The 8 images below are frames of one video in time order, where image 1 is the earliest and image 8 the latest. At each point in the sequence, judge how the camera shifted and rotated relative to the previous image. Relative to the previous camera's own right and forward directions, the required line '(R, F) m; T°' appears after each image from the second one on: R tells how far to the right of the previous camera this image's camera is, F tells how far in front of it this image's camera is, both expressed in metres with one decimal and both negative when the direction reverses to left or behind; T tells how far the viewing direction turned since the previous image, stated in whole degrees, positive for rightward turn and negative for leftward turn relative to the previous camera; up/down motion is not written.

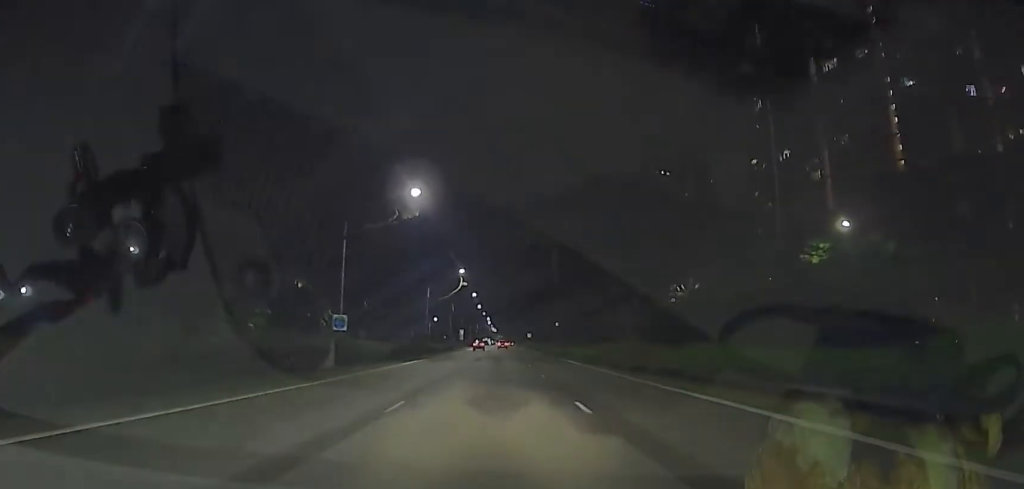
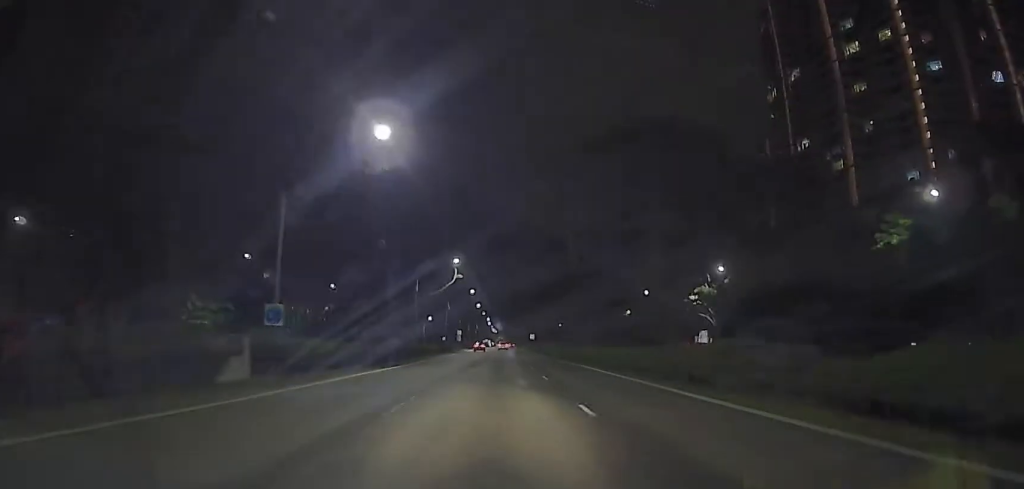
(+0.2, +12.7) m; +1°
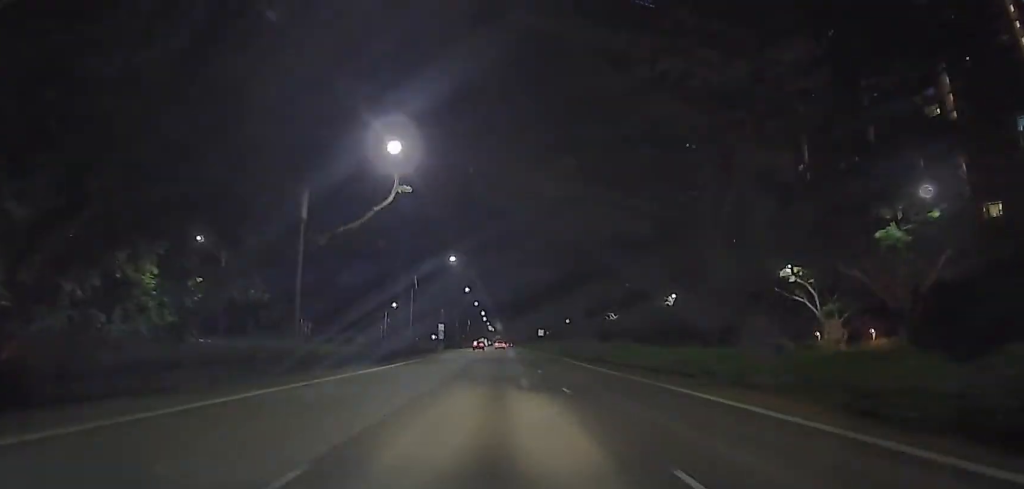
(+0.6, +43.7) m; 0°
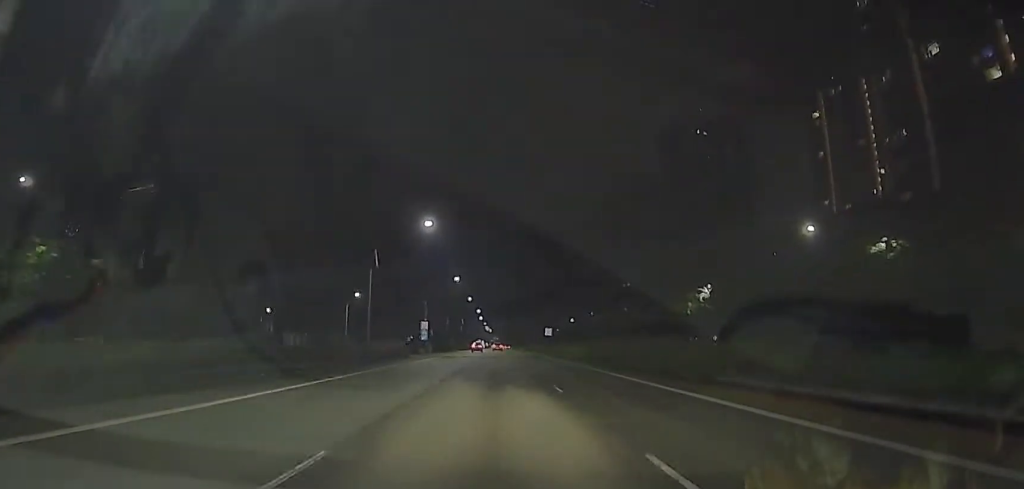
(-0.4, +22.3) m; -3°
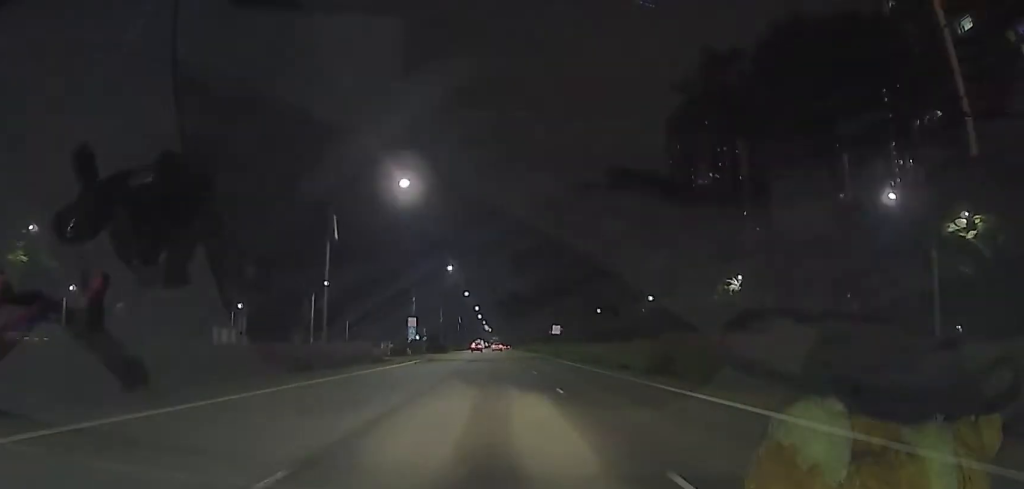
(-0.5, +14.0) m; 0°
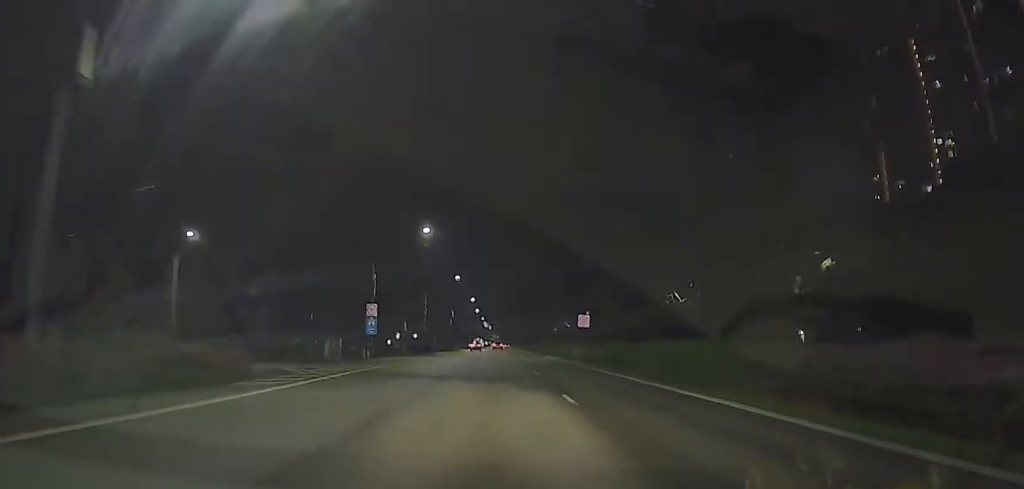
(+0.3, +27.5) m; +2°
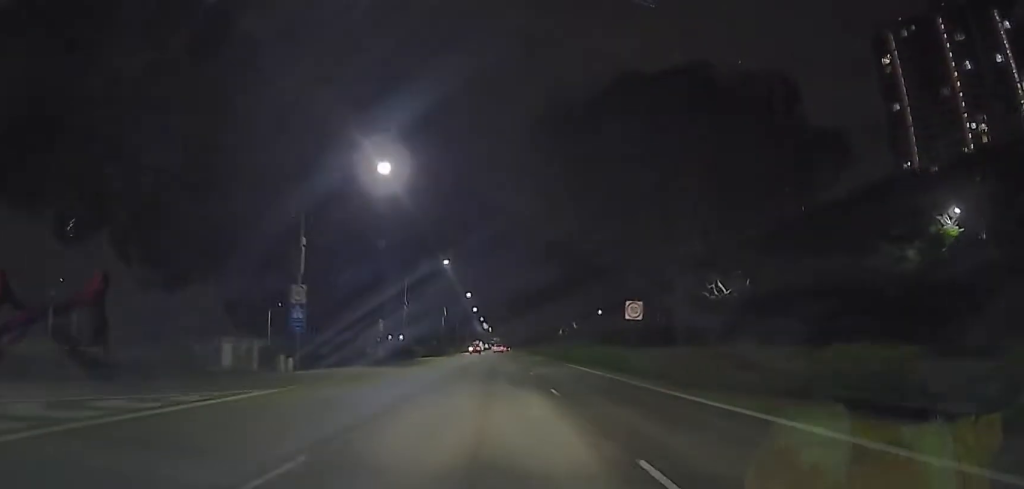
(+0.3, +21.1) m; +1°
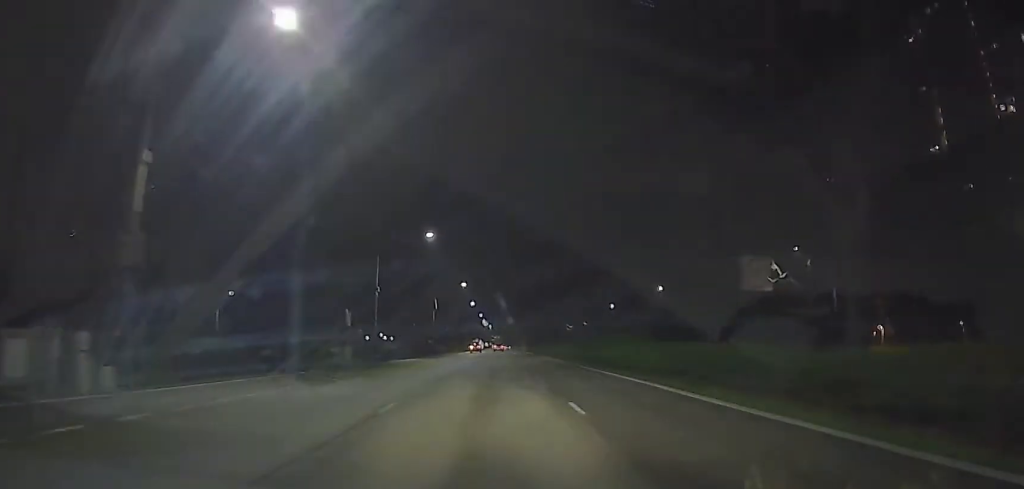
(-0.1, +16.5) m; 0°
